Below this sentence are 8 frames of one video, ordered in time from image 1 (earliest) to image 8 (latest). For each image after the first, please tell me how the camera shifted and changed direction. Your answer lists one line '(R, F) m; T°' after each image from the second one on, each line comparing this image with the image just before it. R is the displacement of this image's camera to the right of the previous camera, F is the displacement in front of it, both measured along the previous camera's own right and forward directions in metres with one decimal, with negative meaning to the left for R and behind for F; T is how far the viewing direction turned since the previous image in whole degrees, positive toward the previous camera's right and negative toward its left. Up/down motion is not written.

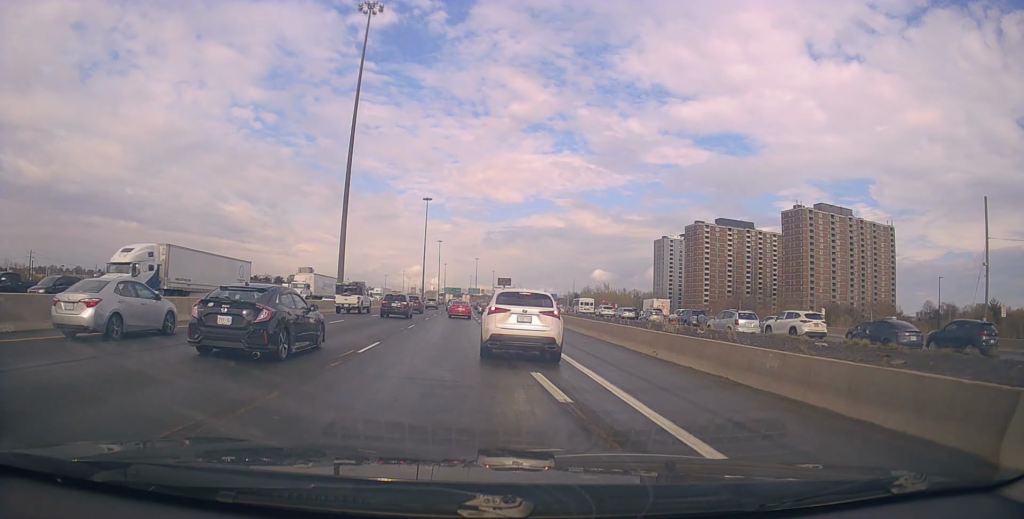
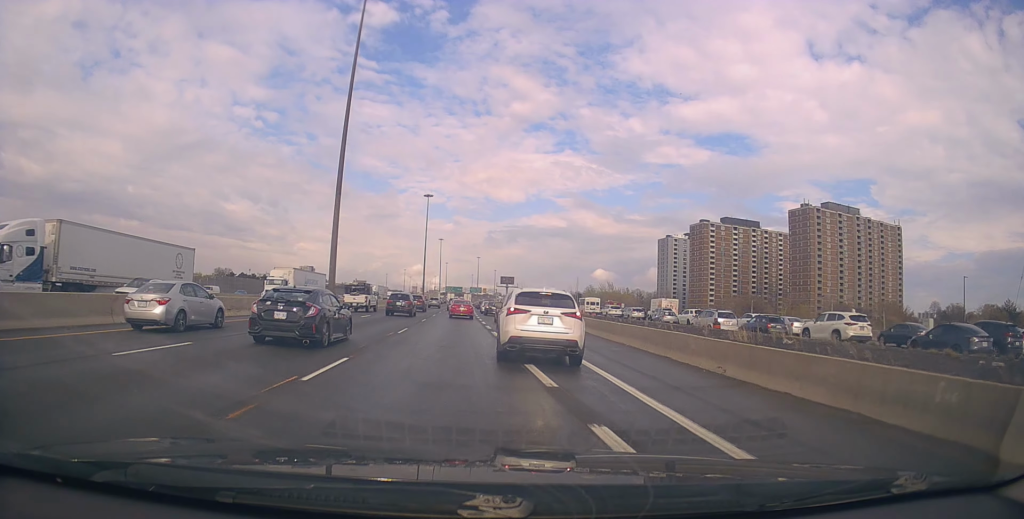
(+0.4, +4.6) m; +4°
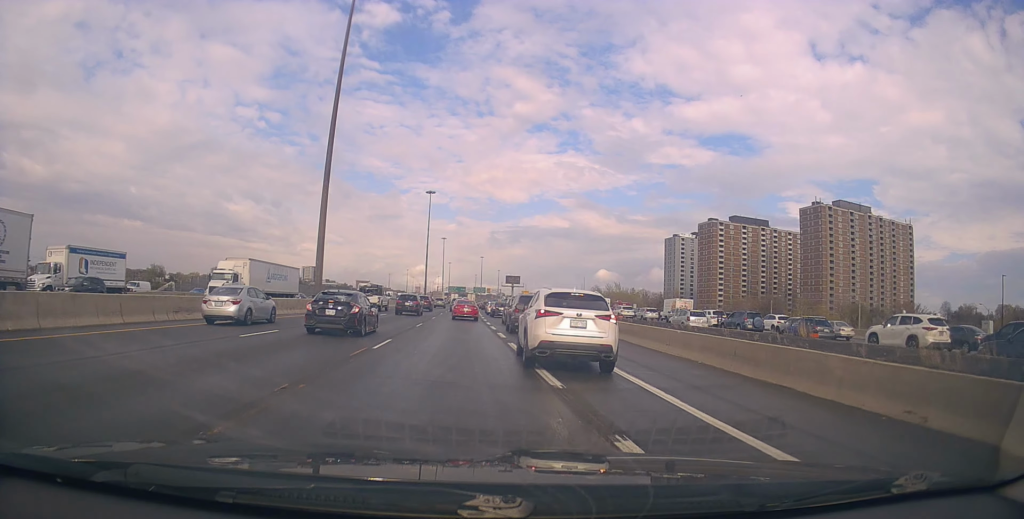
(+0.3, +6.9) m; +1°
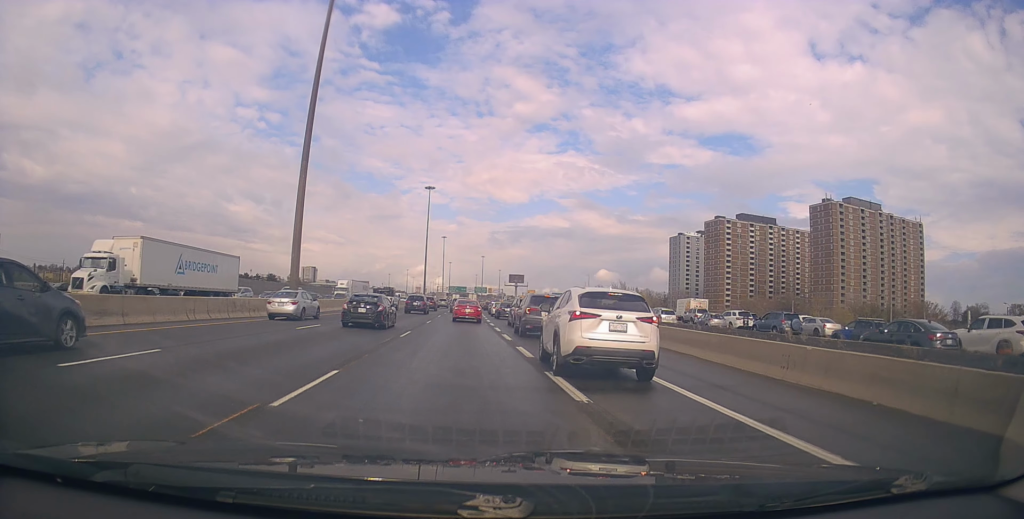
(-0.2, +7.4) m; -4°
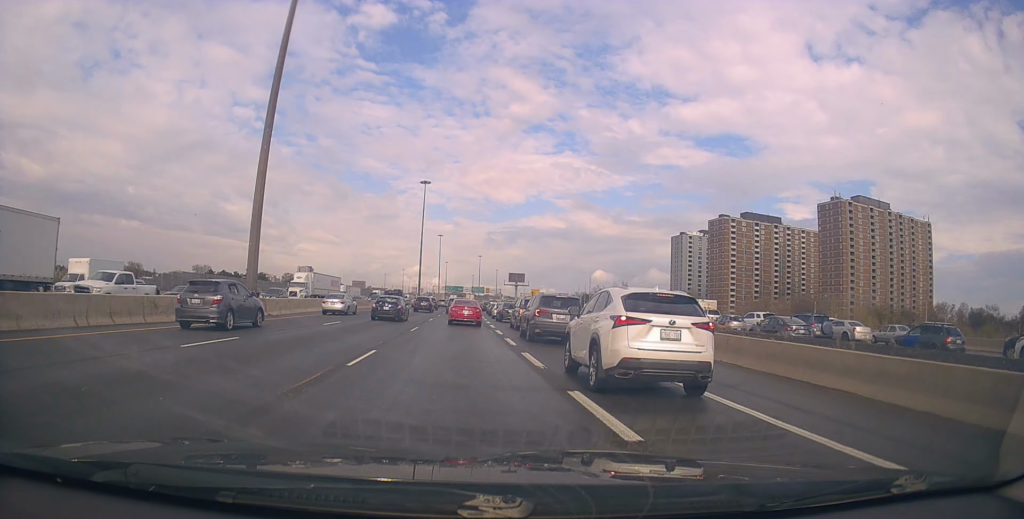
(-0.4, +8.2) m; -3°
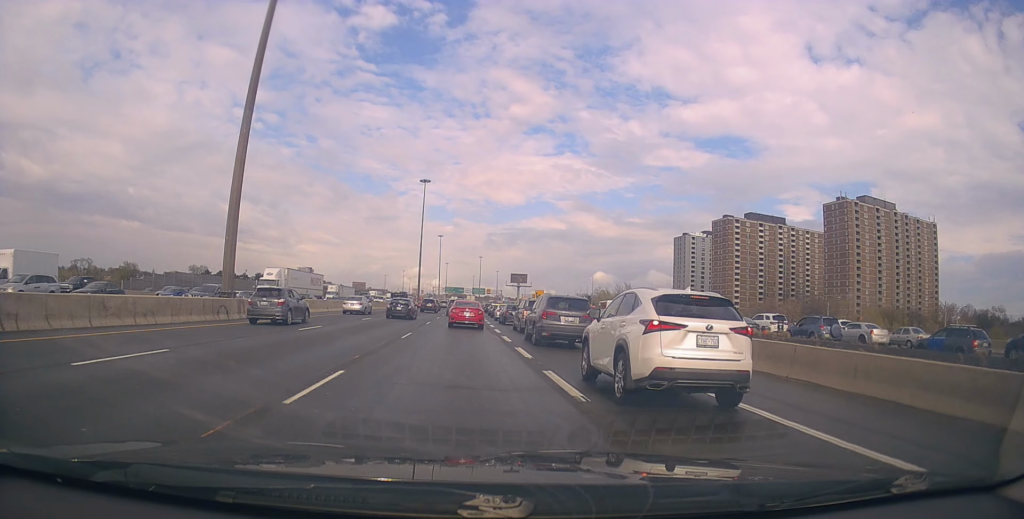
(0.0, +3.9) m; +1°
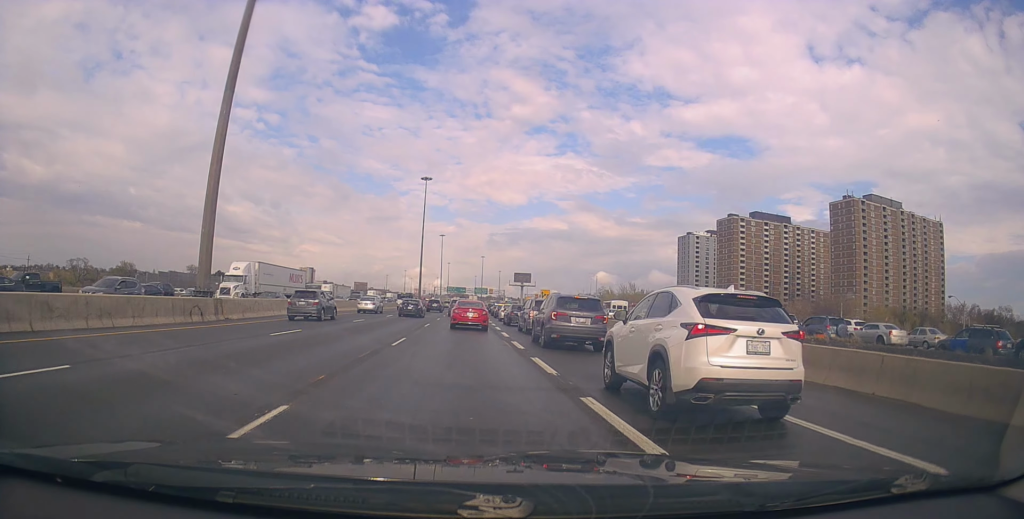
(0.0, +3.2) m; +3°
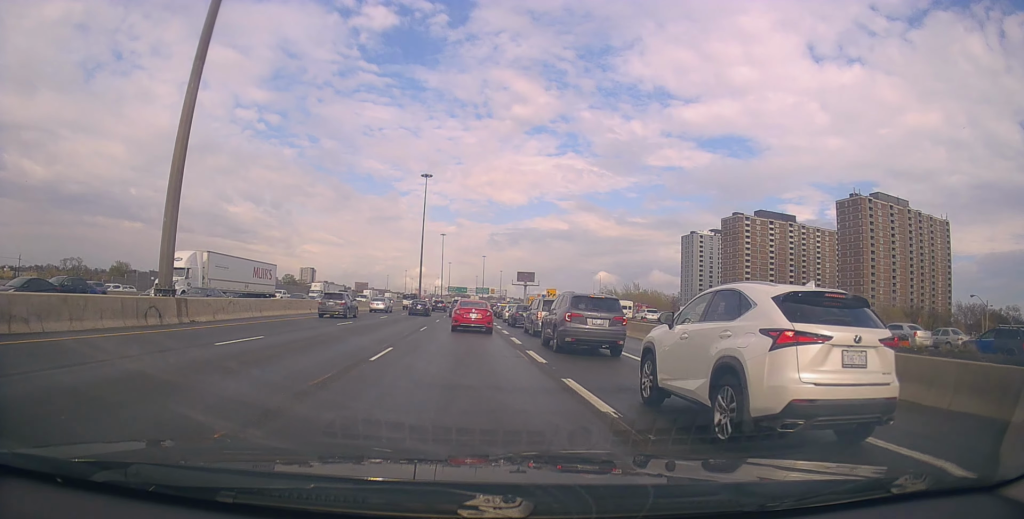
(+0.2, +4.0) m; +3°
